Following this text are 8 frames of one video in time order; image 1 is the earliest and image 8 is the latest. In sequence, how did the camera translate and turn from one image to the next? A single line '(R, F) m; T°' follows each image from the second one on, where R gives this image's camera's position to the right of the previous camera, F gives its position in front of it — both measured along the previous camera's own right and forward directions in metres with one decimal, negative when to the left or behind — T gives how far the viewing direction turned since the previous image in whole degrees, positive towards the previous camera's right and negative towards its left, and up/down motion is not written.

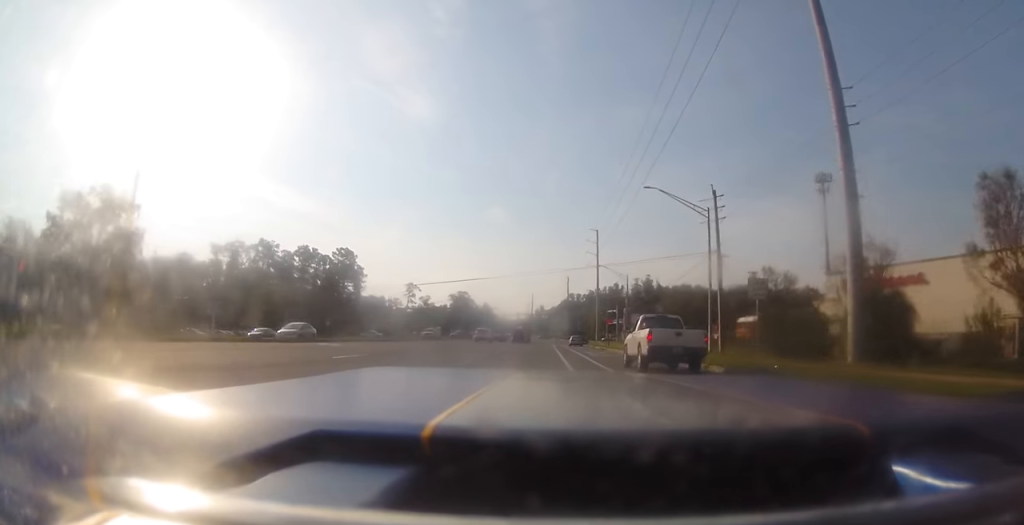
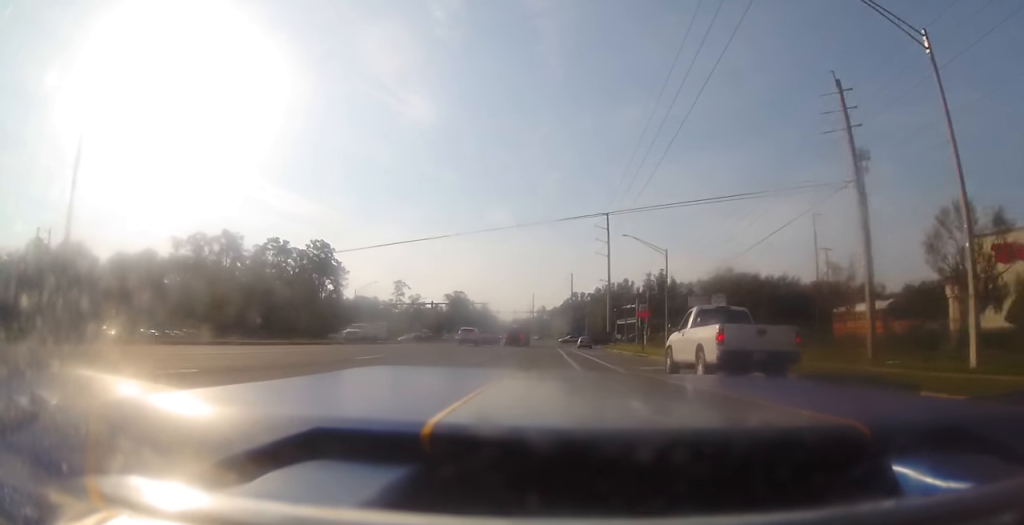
(0.0, +24.4) m; +1°
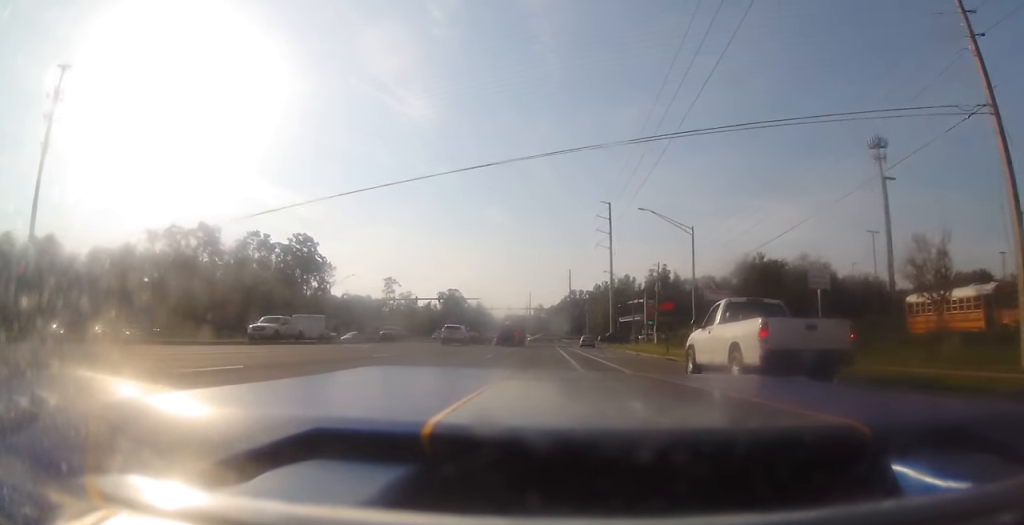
(+0.2, +11.1) m; 0°
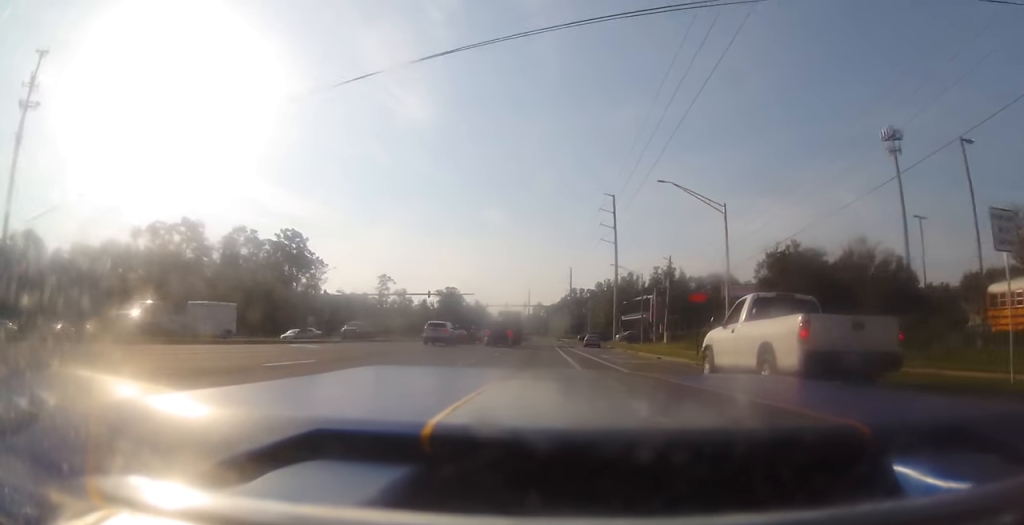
(+0.2, +8.5) m; 0°
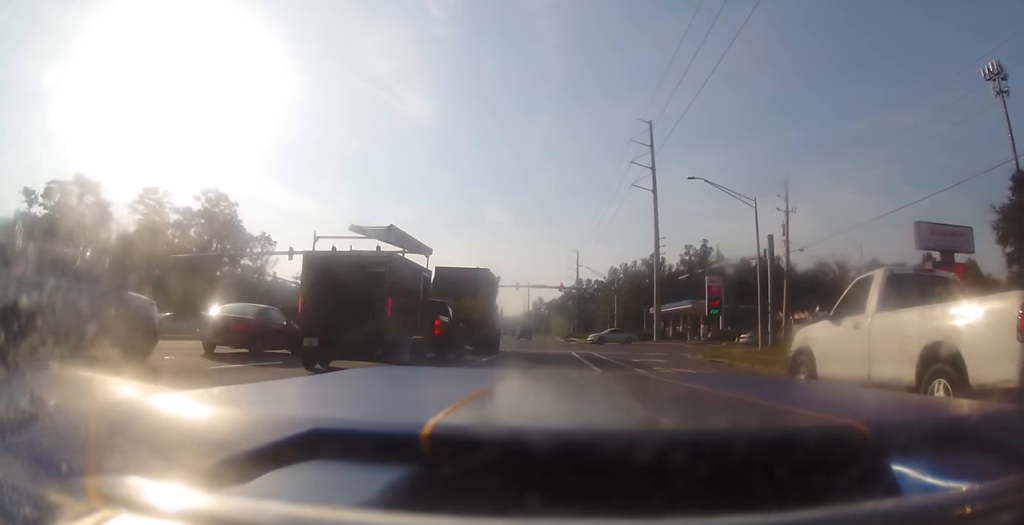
(-1.3, +40.0) m; -1°
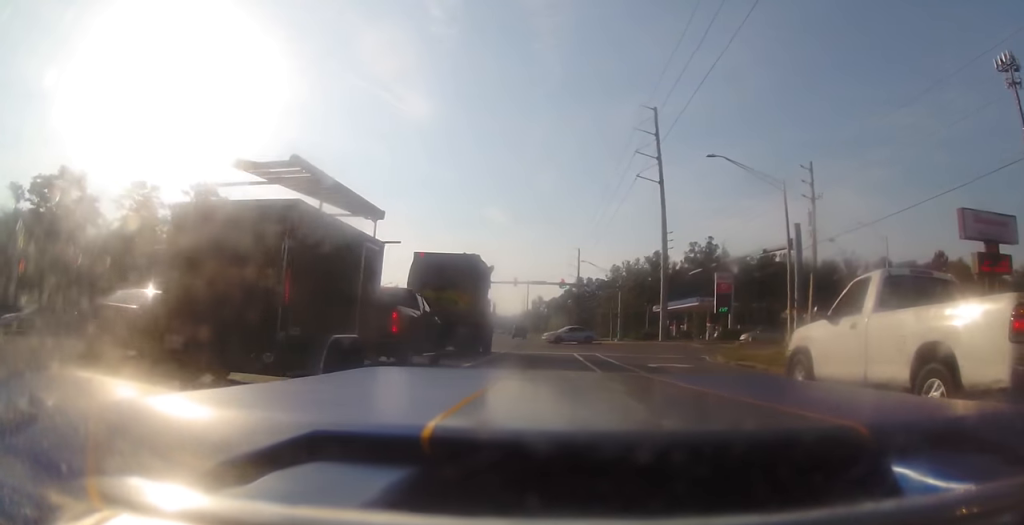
(+0.1, +4.3) m; 0°
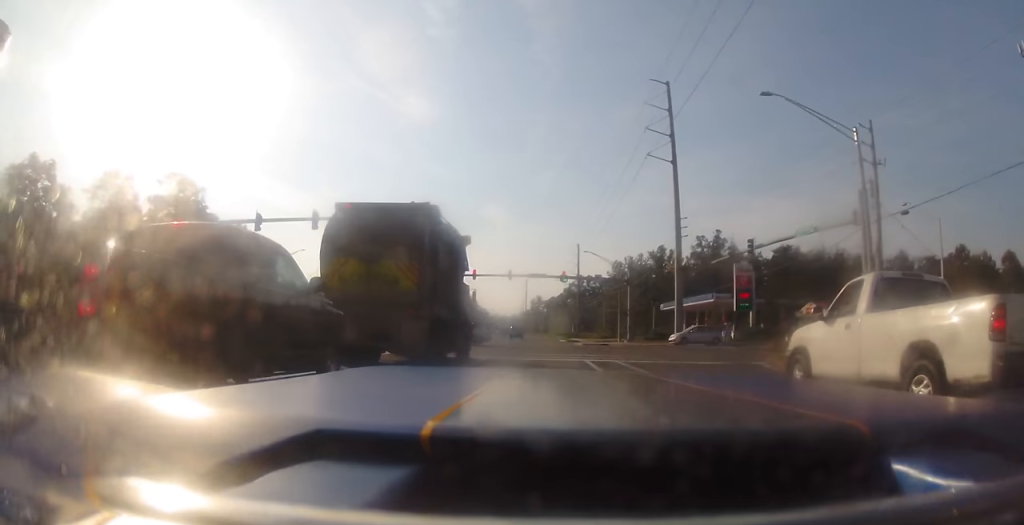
(+0.1, +8.1) m; -1°
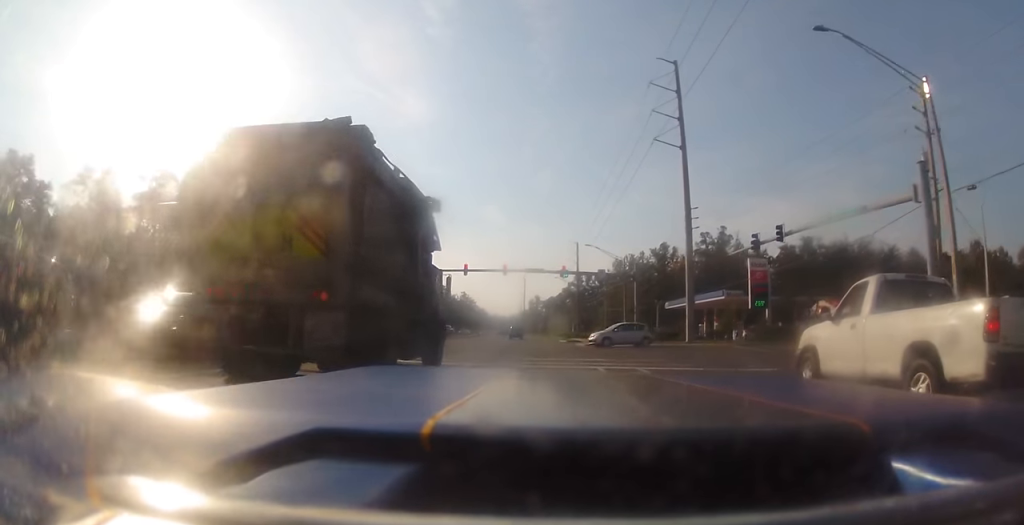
(-0.1, +5.1) m; -1°
